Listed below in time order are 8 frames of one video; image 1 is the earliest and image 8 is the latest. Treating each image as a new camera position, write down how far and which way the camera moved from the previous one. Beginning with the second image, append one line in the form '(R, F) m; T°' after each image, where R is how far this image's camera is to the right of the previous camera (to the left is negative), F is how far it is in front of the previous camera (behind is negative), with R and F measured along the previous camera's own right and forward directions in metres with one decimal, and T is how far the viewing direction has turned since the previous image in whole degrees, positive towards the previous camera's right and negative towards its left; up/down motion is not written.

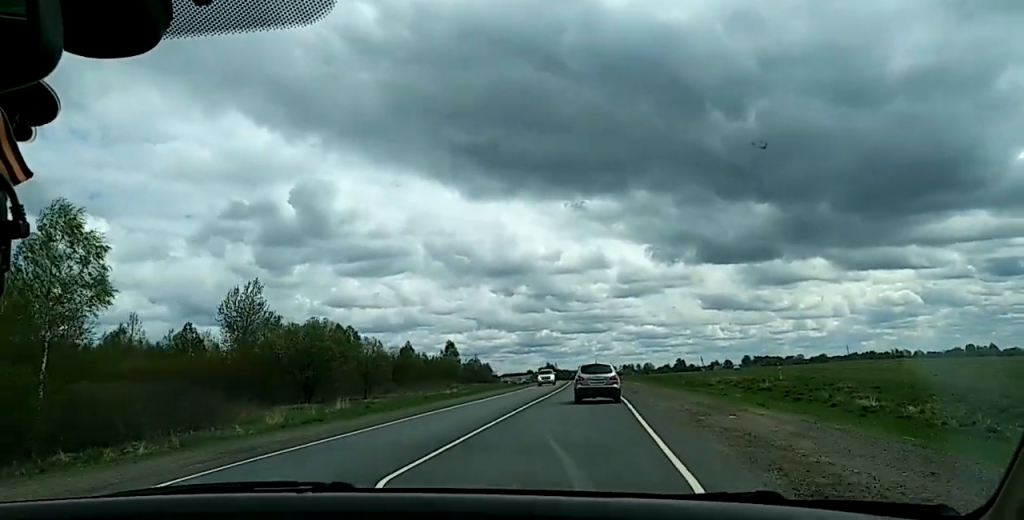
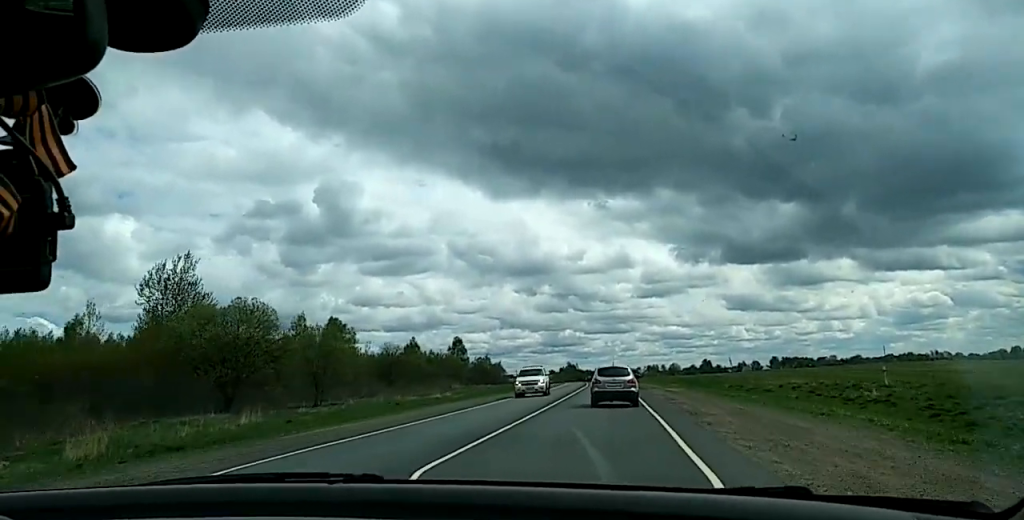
(-0.1, +23.8) m; 0°
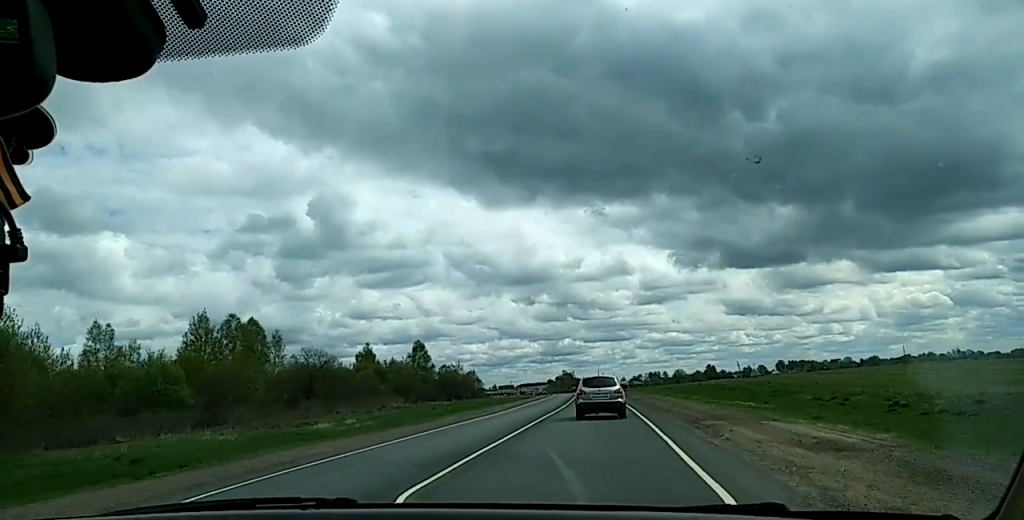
(-0.2, +42.1) m; -1°
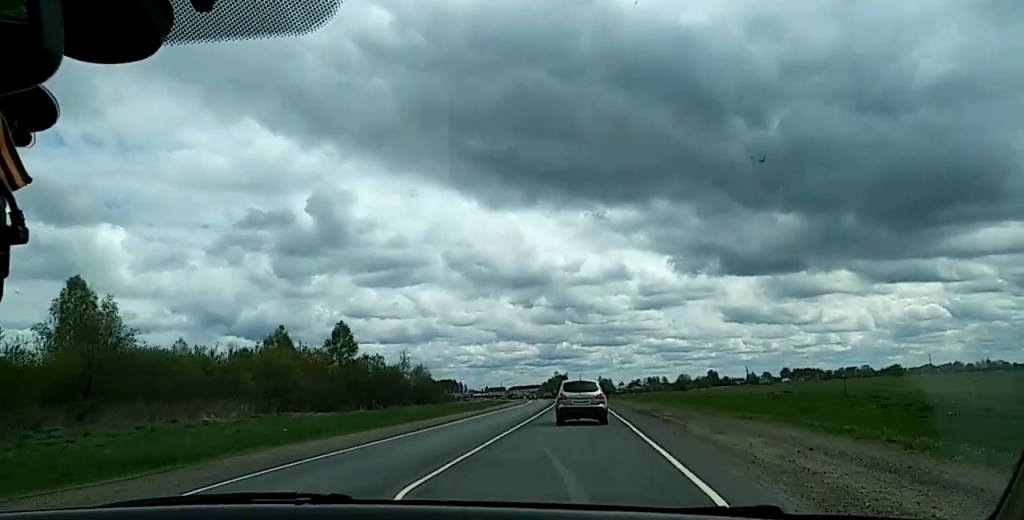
(-0.6, +51.4) m; -1°
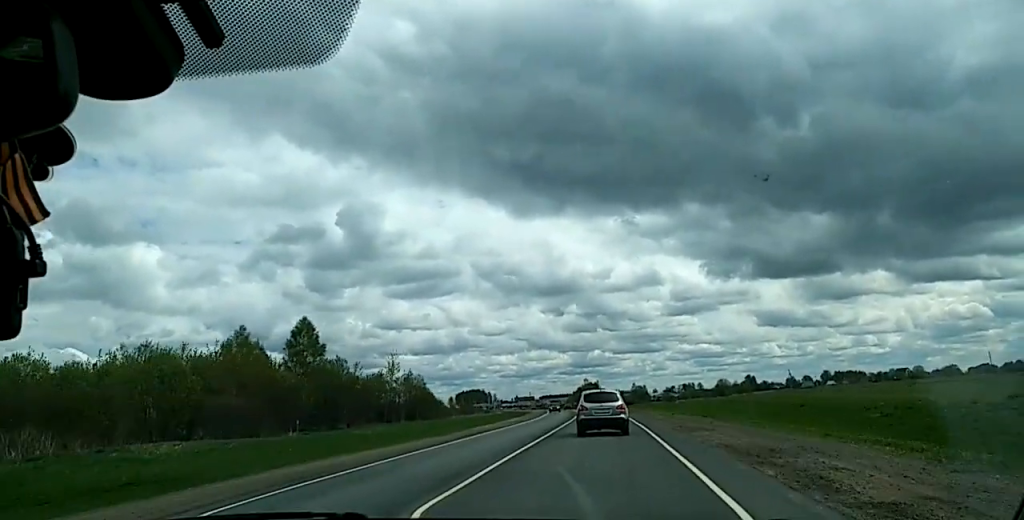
(-0.1, +27.0) m; -1°
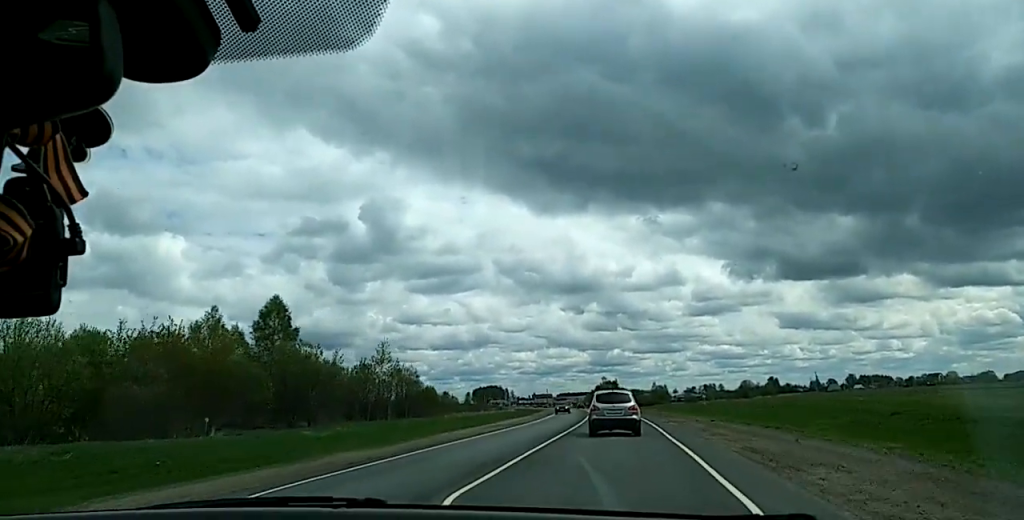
(-0.2, +14.0) m; 0°
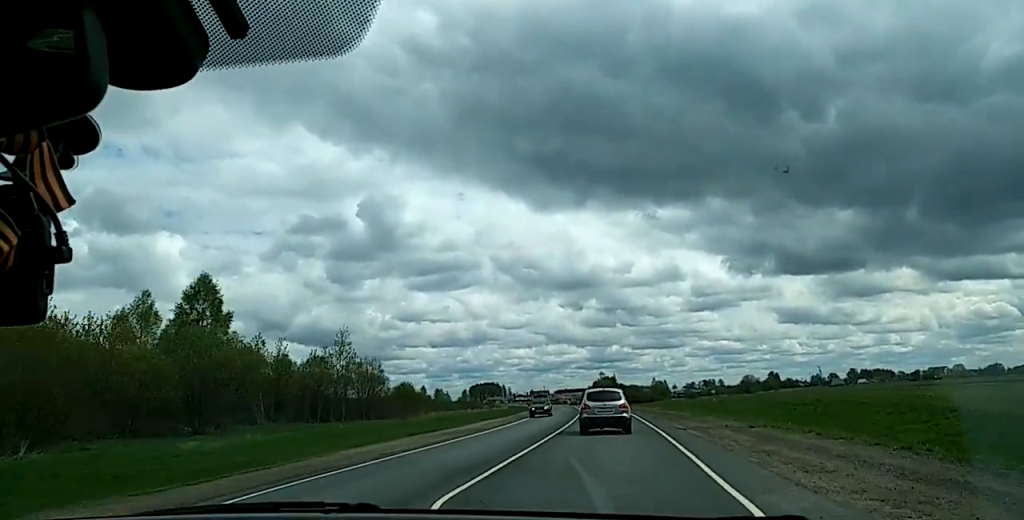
(0.0, +15.0) m; 0°
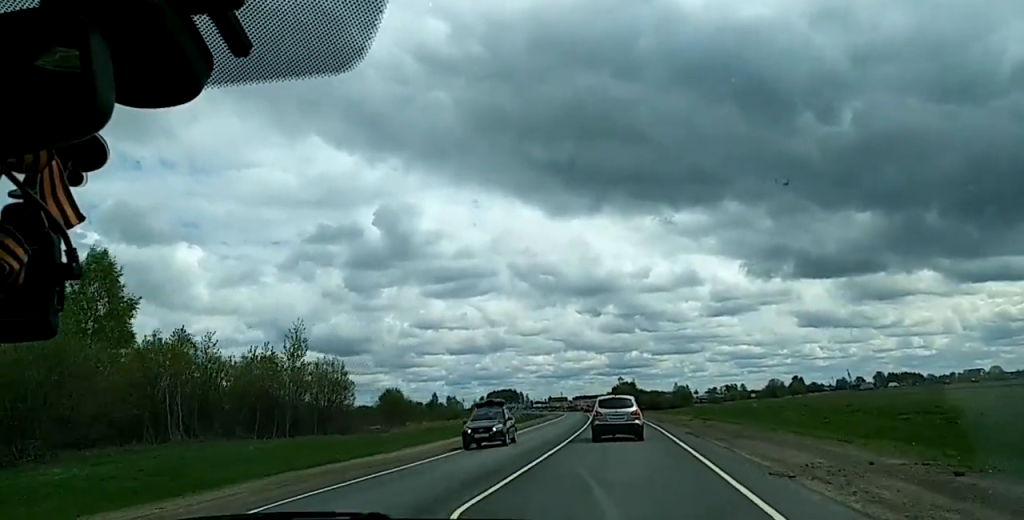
(+0.1, +17.0) m; 0°
